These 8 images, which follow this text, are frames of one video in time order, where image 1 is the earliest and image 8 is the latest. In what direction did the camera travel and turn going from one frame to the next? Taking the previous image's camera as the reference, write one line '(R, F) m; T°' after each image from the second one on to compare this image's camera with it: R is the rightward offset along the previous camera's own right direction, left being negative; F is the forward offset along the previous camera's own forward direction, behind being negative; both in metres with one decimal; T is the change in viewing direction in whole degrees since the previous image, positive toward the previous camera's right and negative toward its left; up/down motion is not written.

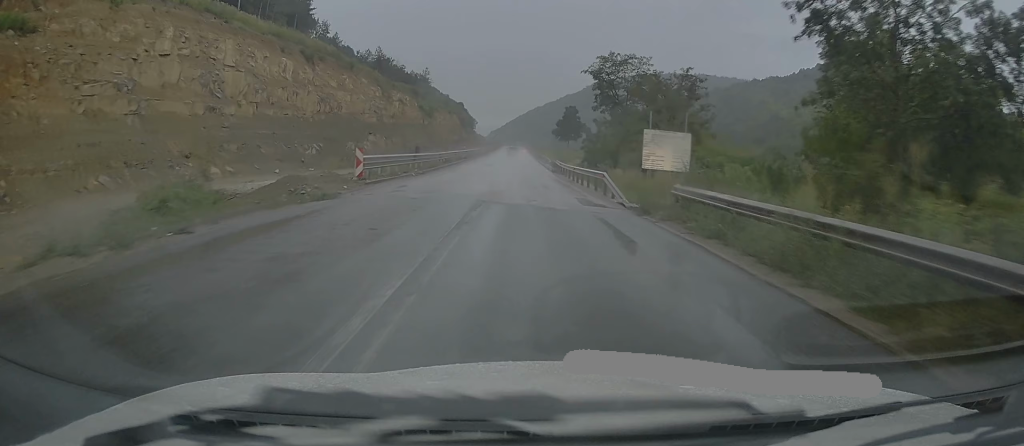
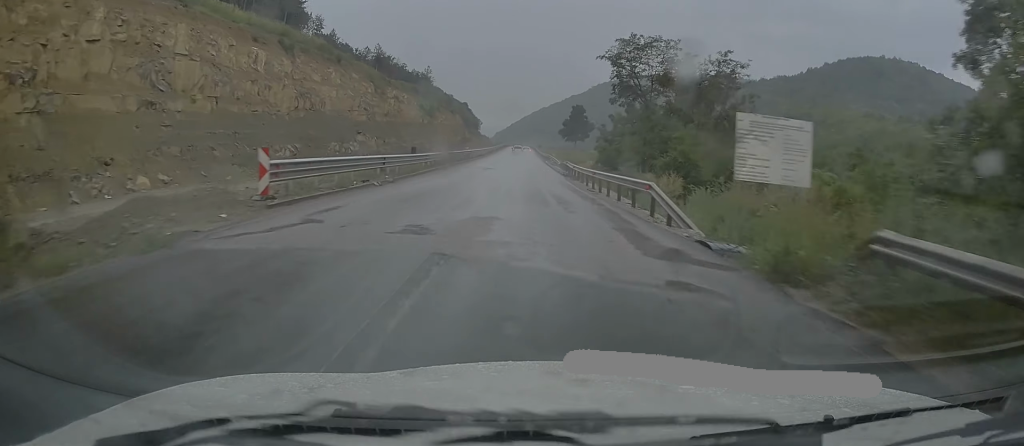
(-0.2, +8.5) m; -1°
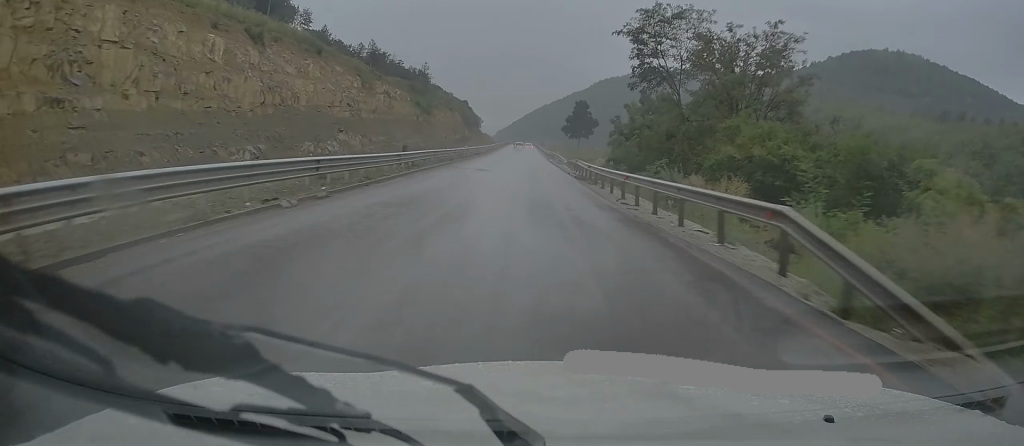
(-0.1, +8.6) m; -1°
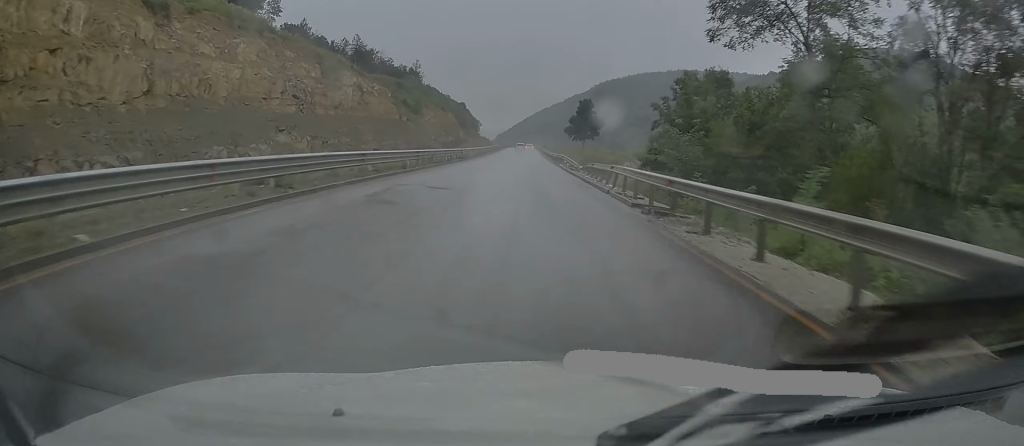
(-0.1, +17.9) m; 0°
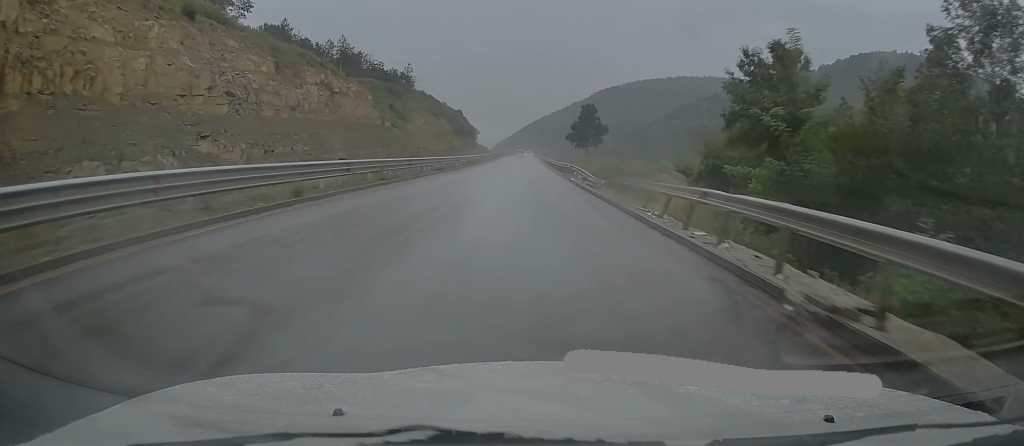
(0.0, +13.6) m; 0°
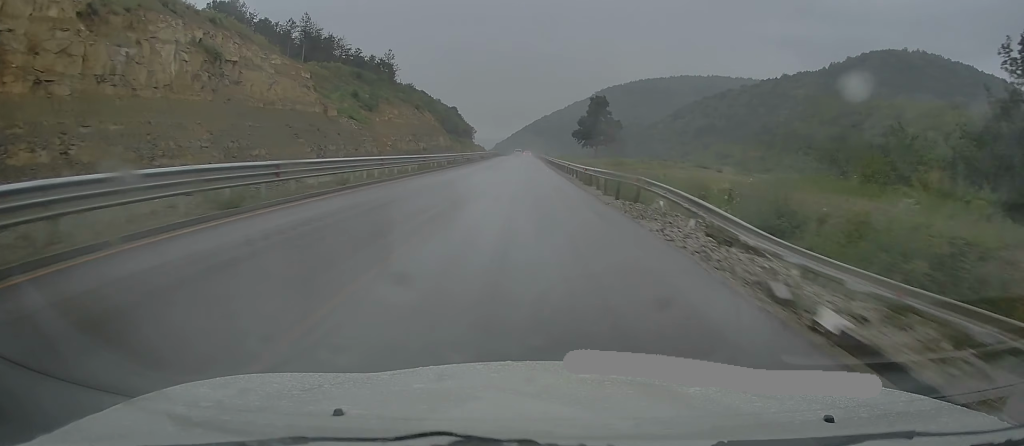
(+0.3, +29.5) m; +1°
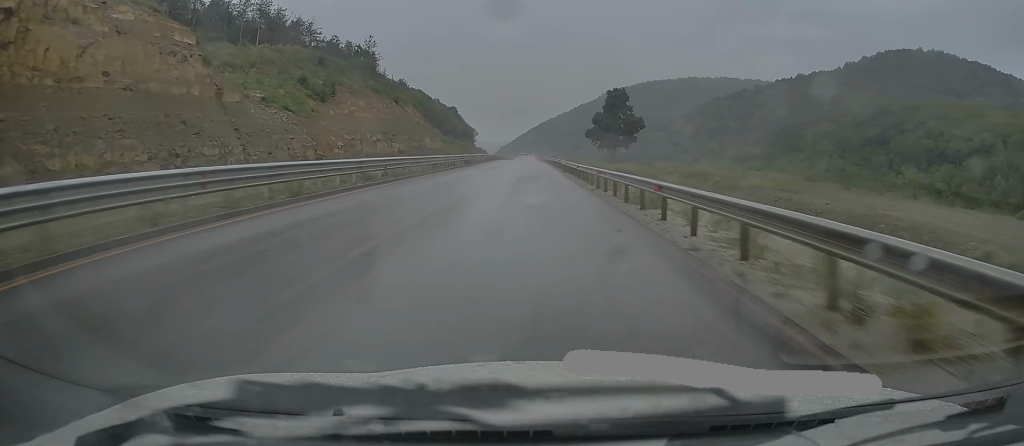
(-0.1, +27.8) m; -1°
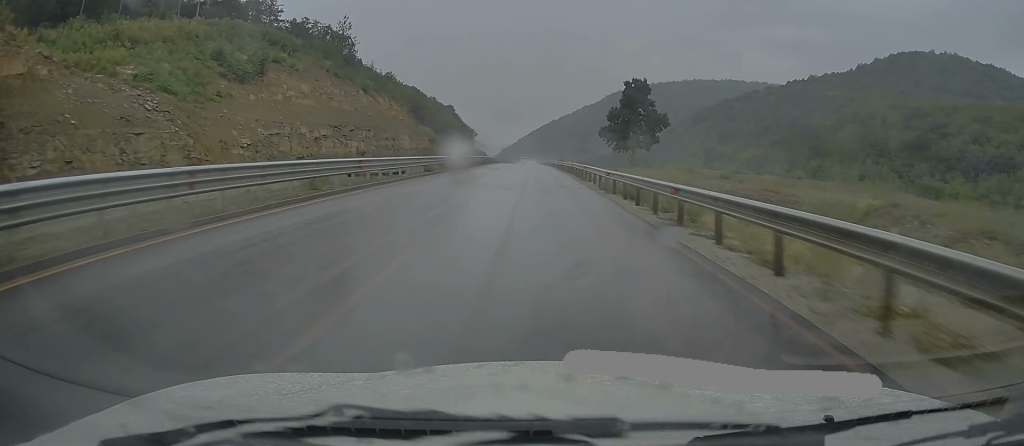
(-0.1, +24.7) m; 0°
